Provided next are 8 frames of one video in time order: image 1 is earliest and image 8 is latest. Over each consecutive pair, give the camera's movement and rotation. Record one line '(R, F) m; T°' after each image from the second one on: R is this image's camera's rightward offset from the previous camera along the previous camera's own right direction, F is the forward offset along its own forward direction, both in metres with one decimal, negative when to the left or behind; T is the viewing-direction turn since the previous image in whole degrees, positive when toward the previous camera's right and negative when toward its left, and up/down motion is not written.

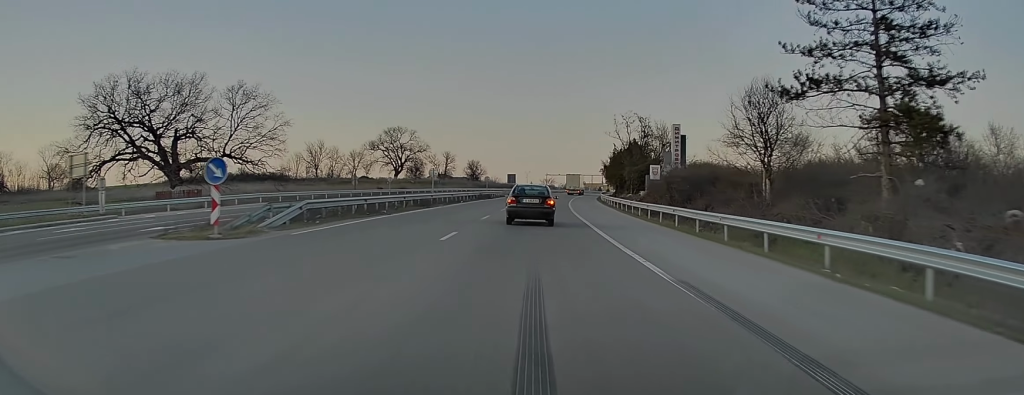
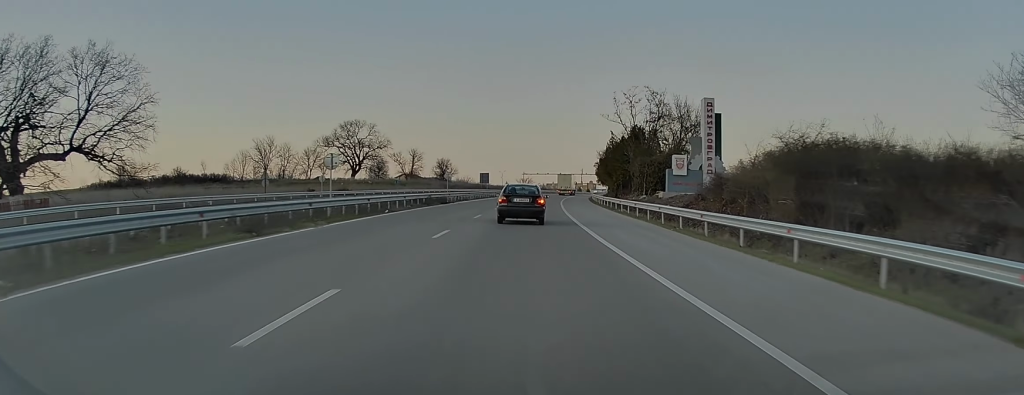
(+0.2, +23.0) m; +1°
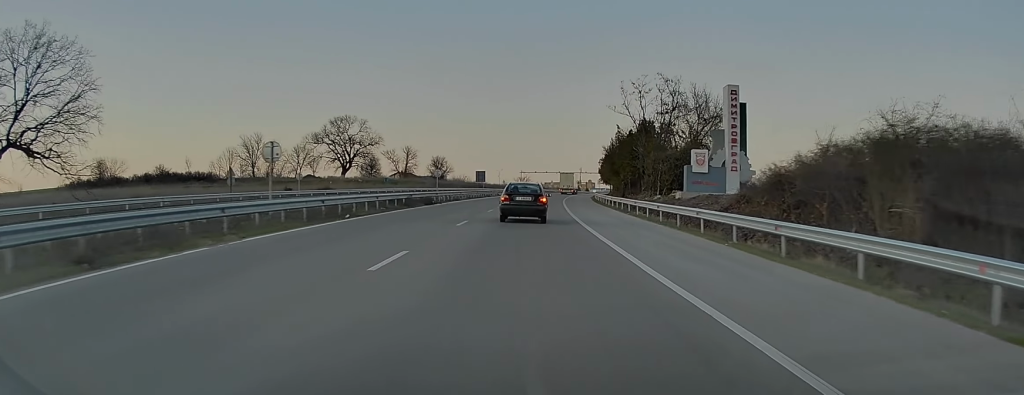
(0.0, +7.1) m; +1°
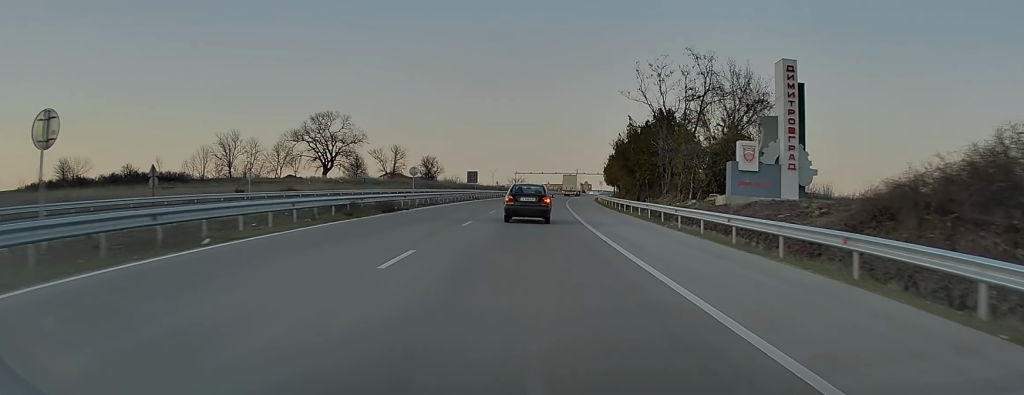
(+0.1, +11.6) m; +1°
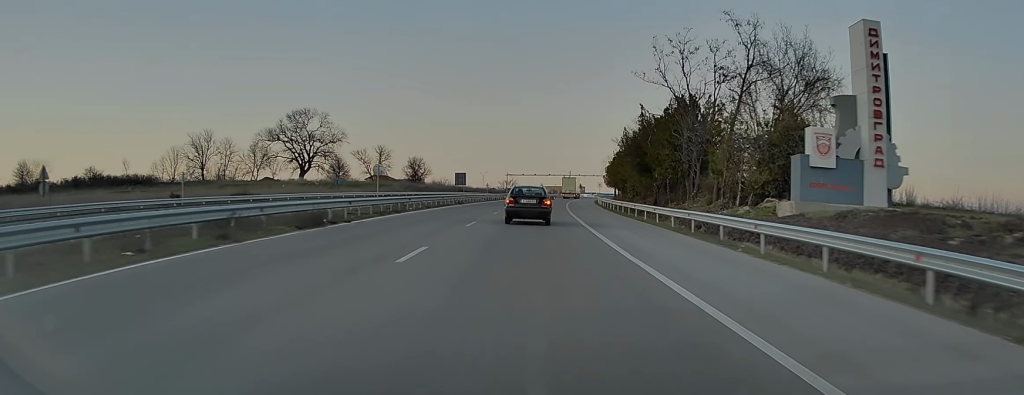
(+0.1, +10.6) m; +1°
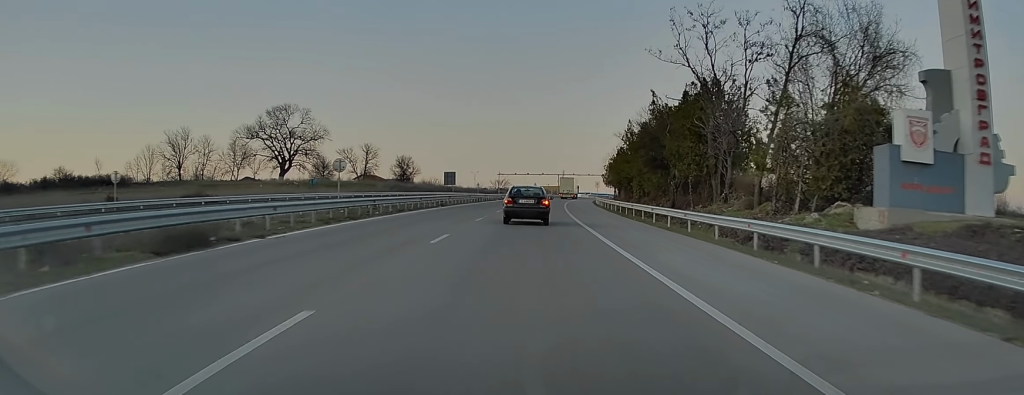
(+0.1, +7.6) m; 0°
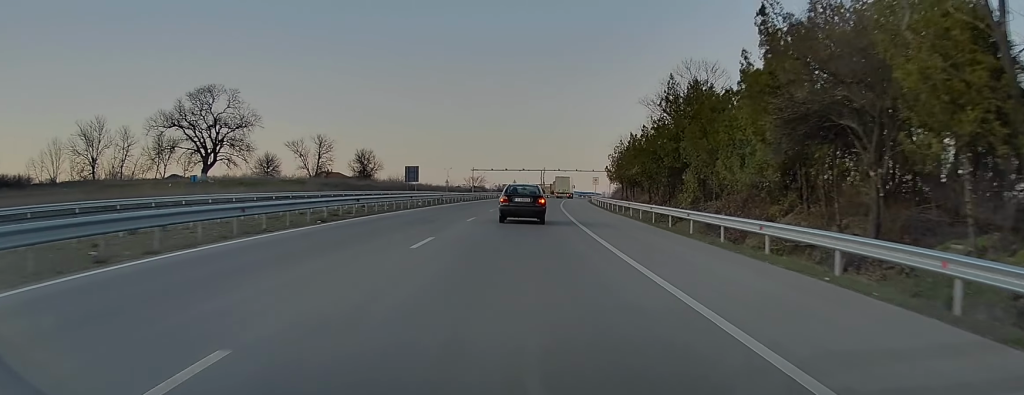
(+0.1, +25.4) m; +1°
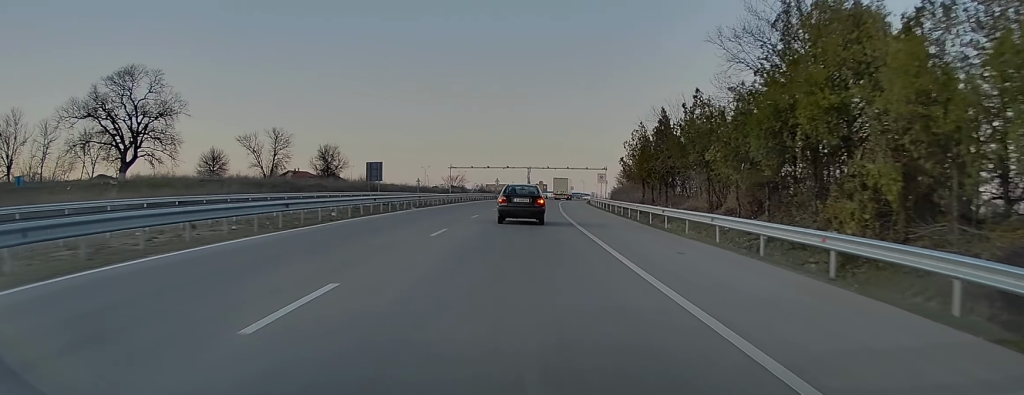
(+0.3, +20.4) m; +2°
